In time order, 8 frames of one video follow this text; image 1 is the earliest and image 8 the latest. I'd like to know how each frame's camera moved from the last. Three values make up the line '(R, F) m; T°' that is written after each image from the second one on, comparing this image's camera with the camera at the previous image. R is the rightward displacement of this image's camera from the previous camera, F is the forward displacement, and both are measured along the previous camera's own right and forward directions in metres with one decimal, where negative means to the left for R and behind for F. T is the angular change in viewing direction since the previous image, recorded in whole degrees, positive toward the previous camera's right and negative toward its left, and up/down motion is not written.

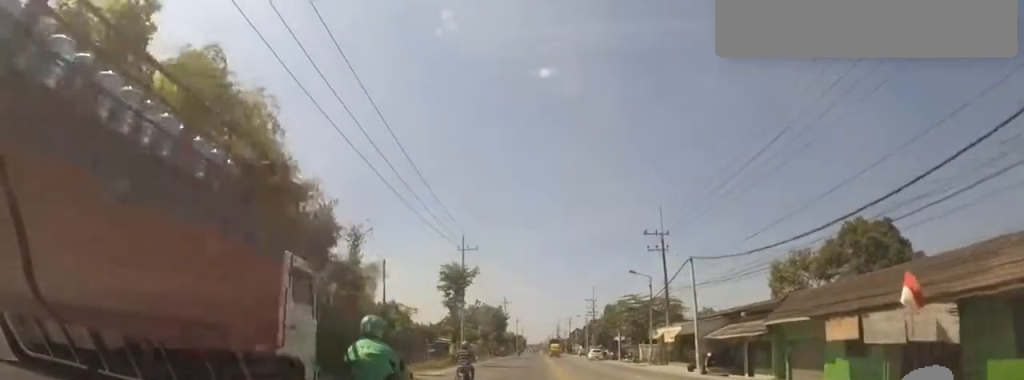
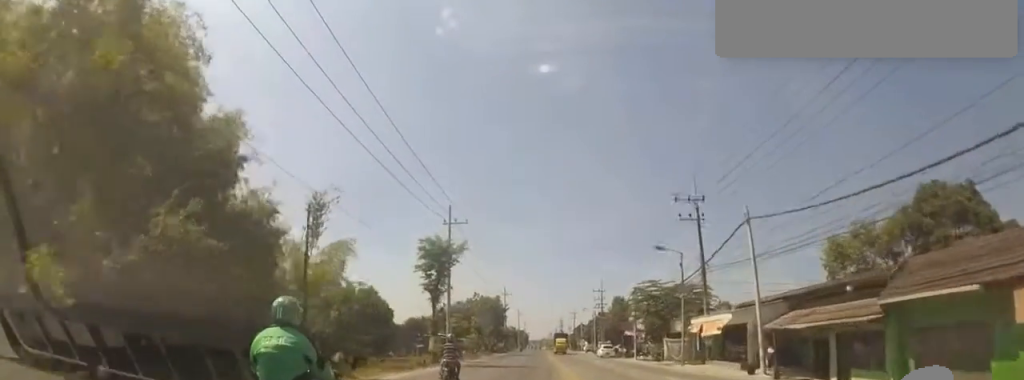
(+0.3, +8.0) m; +2°
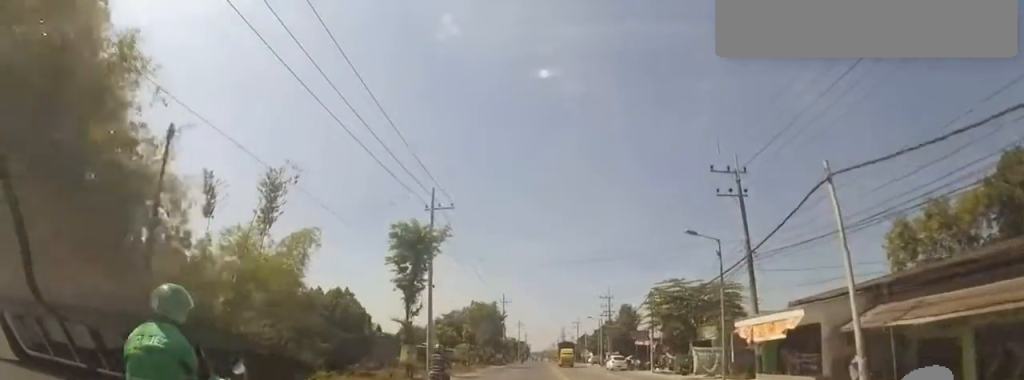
(+0.1, +6.5) m; 0°
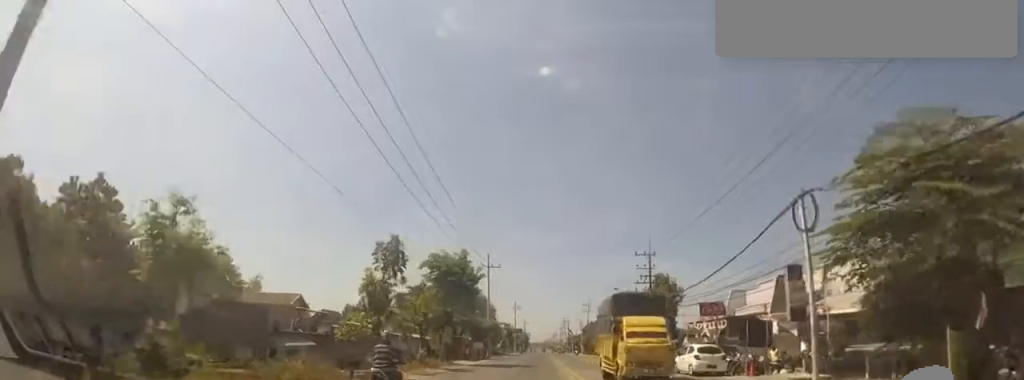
(-1.1, +24.5) m; -1°
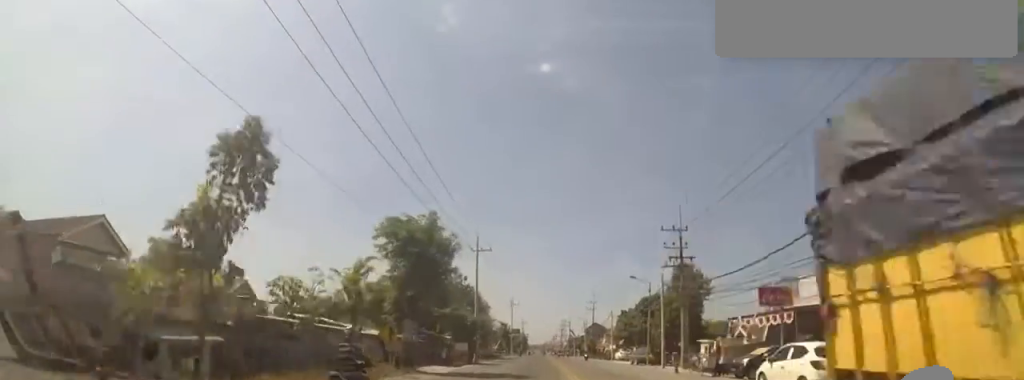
(+0.7, +9.5) m; +1°
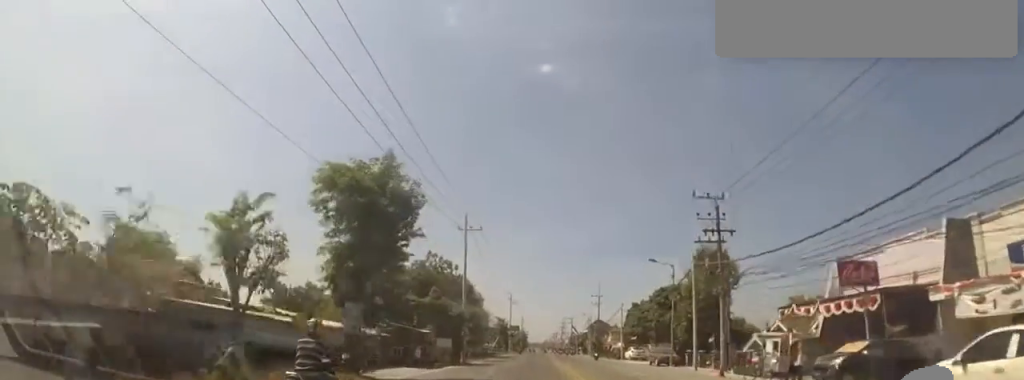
(+0.5, +7.0) m; +1°
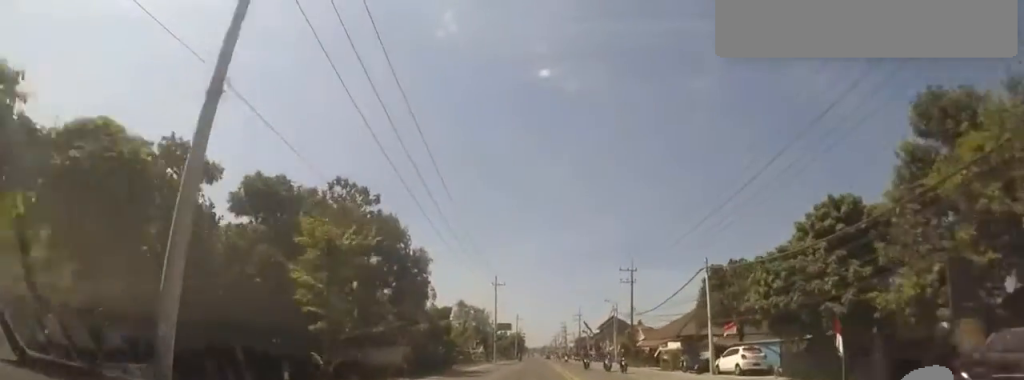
(-0.1, +29.0) m; -1°
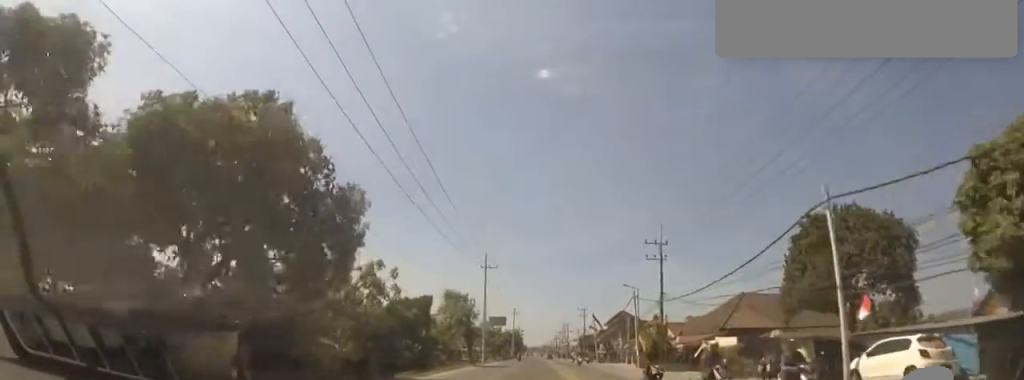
(-0.7, +12.0) m; 0°
